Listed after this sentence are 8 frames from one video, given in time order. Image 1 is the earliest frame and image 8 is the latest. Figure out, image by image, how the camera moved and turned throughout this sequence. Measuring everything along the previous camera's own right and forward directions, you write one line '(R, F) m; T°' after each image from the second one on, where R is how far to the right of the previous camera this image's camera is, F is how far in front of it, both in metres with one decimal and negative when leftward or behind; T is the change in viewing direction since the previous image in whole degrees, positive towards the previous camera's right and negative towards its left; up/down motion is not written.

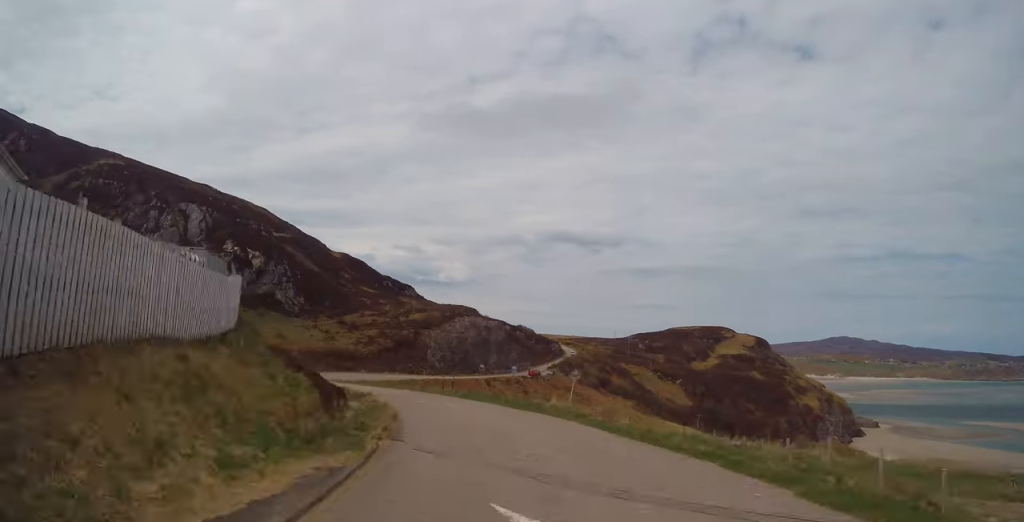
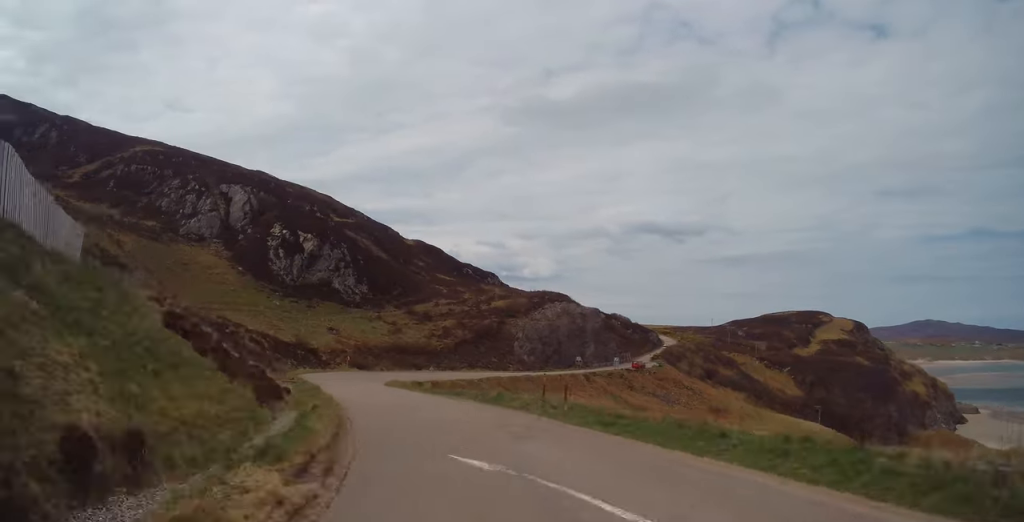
(-2.2, +21.2) m; -6°
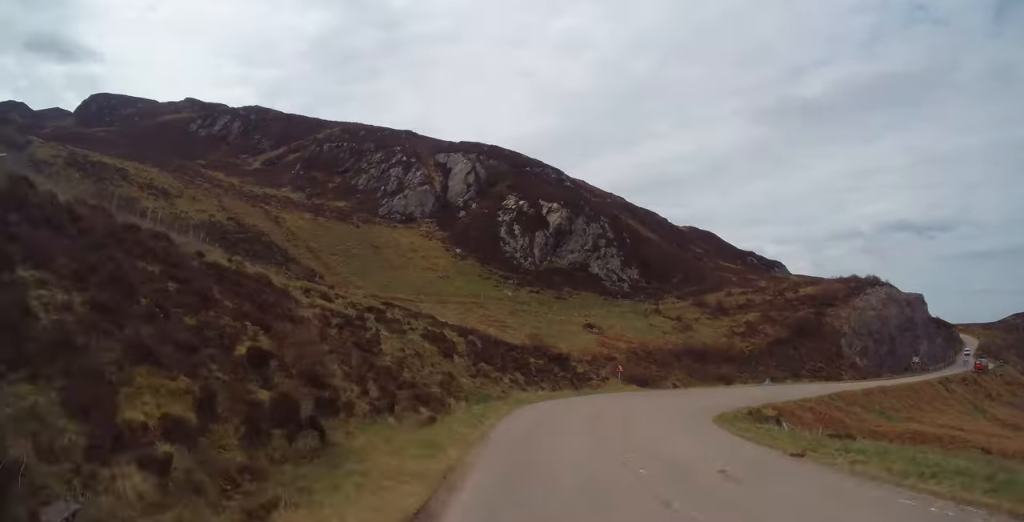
(-2.9, +32.5) m; -2°
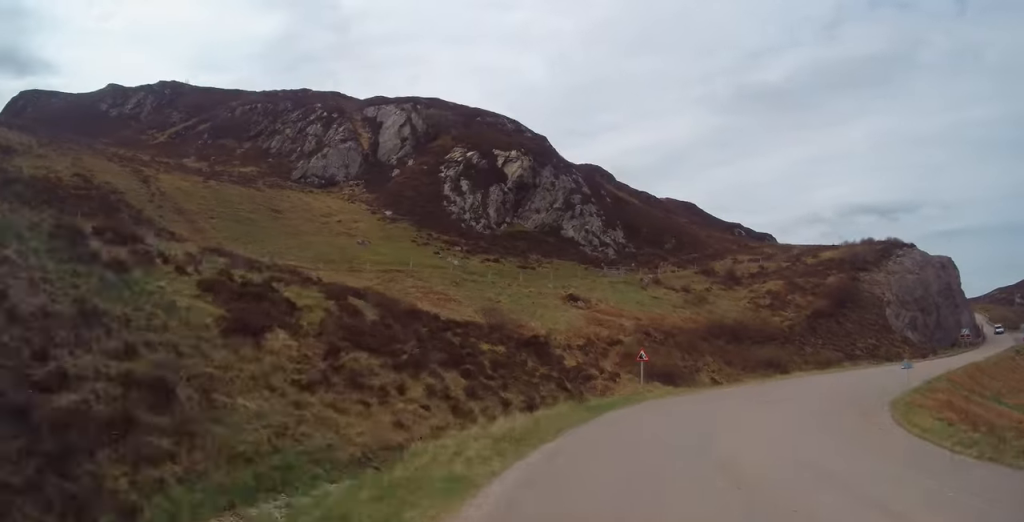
(-0.9, +24.0) m; +6°
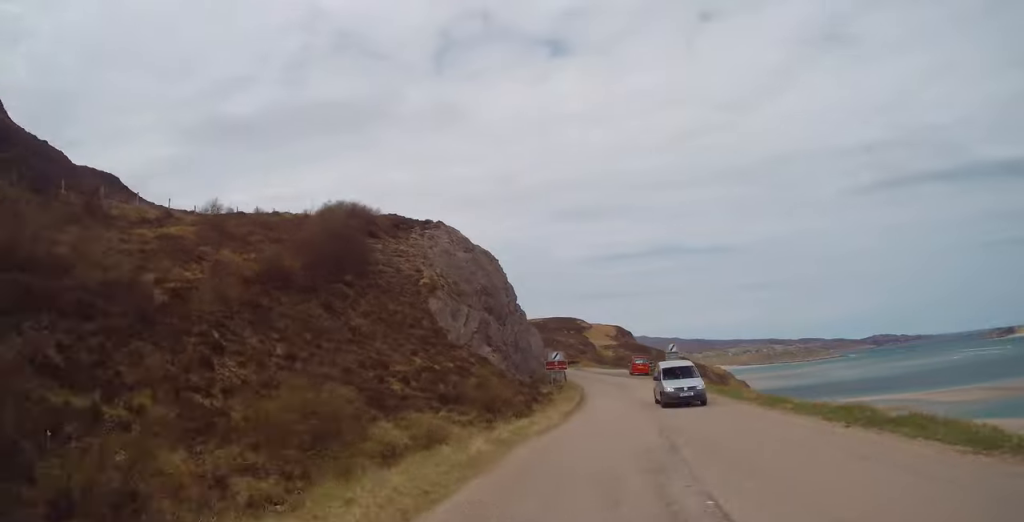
(+20.1, +52.4) m; +34°
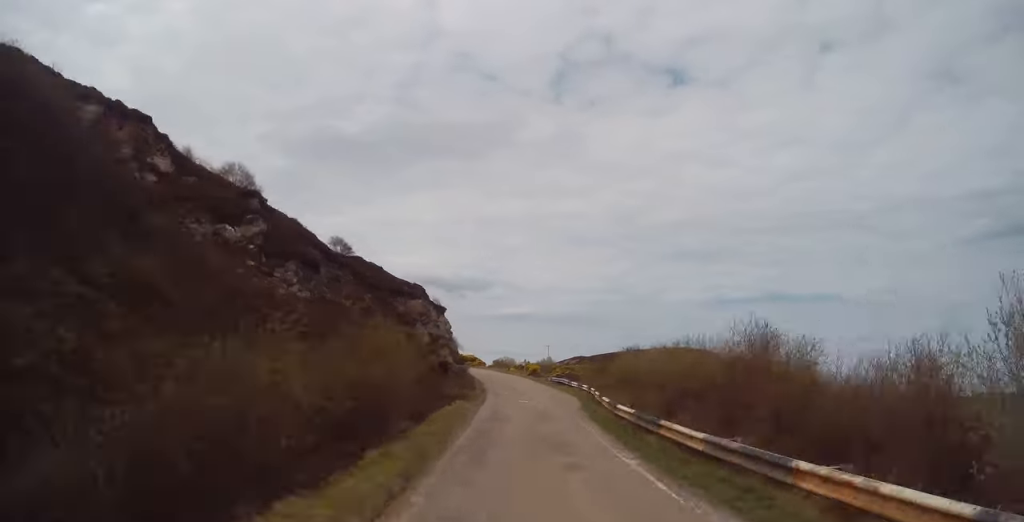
(-9.4, +132.7) m; -13°
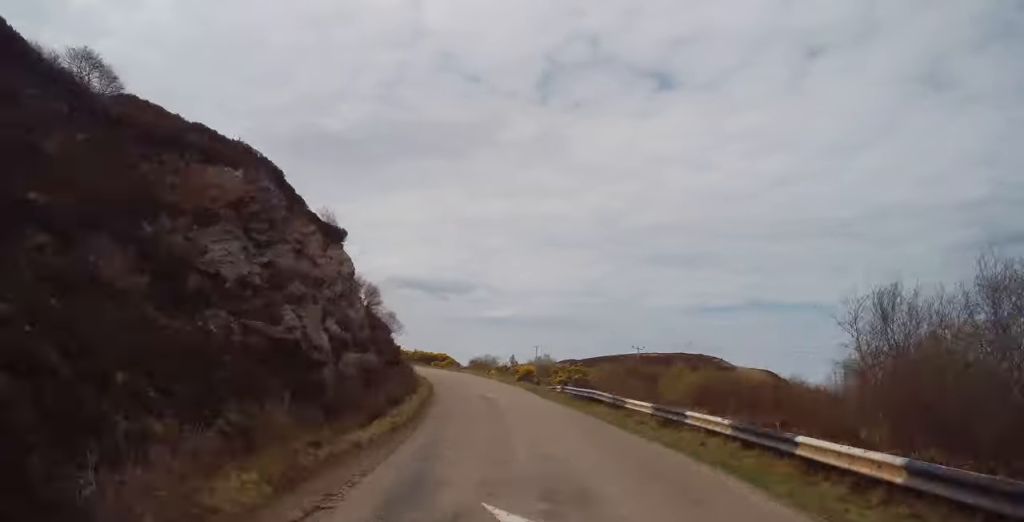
(+0.8, +26.7) m; -3°
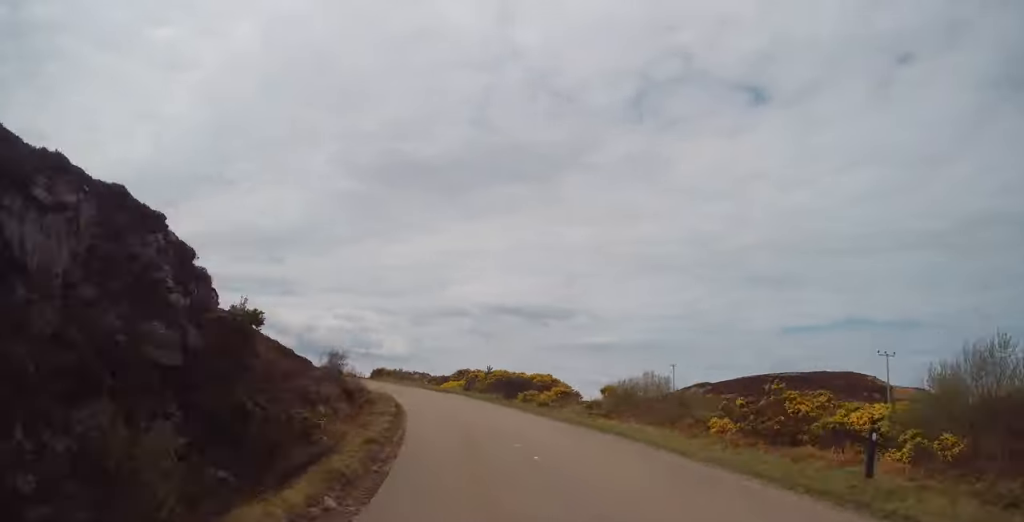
(-3.9, +49.8) m; -13°
